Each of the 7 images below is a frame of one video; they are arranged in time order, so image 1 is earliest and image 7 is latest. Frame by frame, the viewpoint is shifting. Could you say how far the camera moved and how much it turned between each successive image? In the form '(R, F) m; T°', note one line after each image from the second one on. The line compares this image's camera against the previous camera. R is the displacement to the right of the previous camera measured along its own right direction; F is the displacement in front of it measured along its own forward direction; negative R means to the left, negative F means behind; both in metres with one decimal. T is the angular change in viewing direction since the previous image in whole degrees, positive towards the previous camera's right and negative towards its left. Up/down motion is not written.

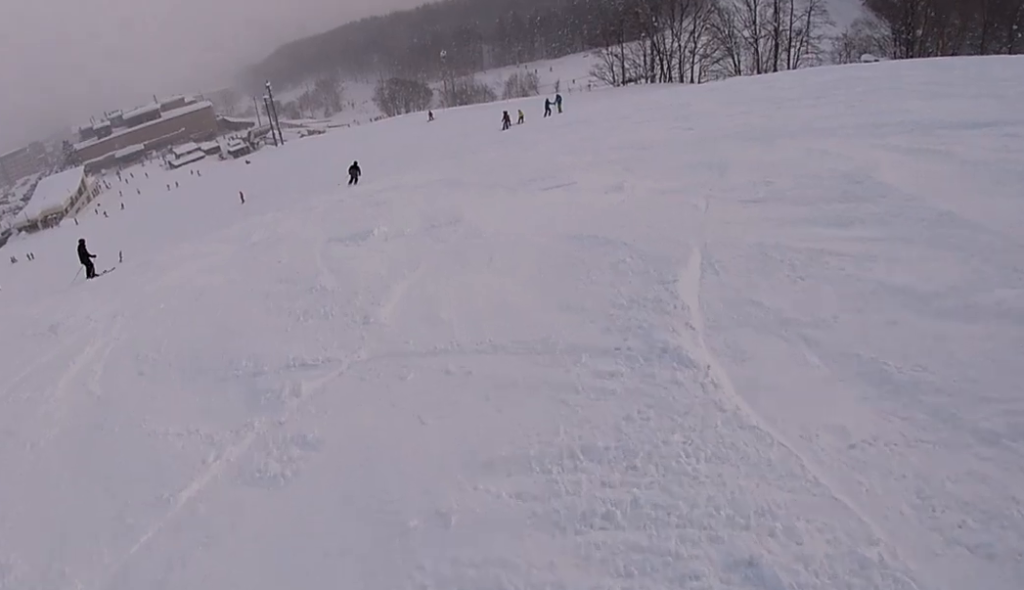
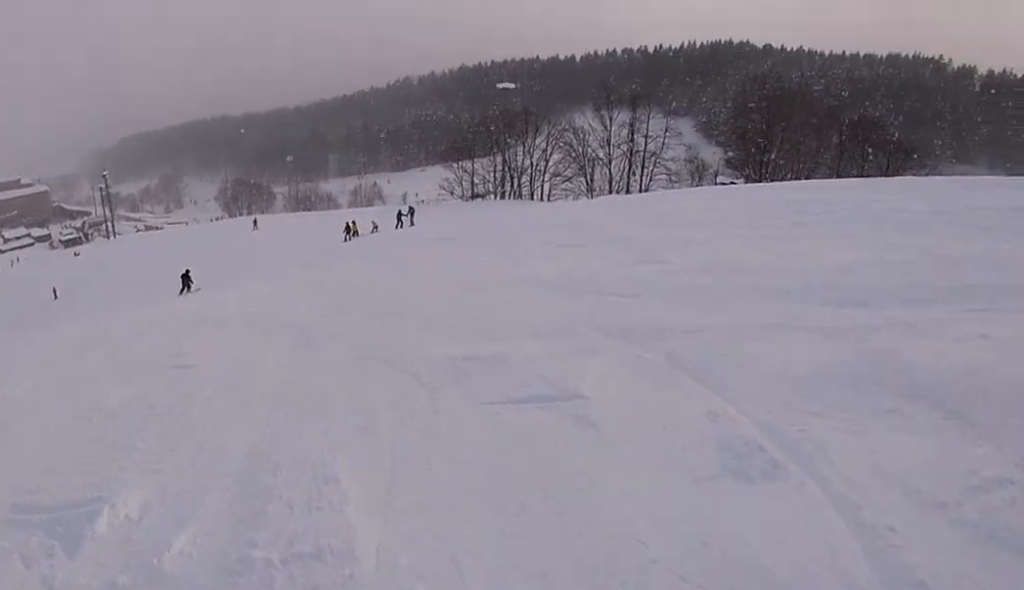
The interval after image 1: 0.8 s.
(+0.8, +5.7) m; +6°
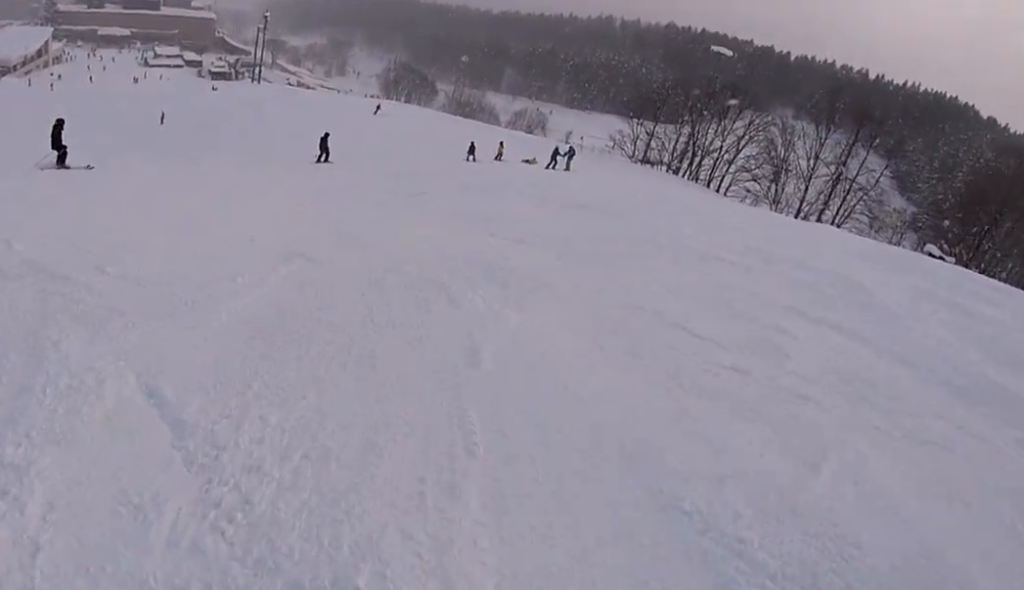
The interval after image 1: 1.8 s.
(+0.1, +7.5) m; -11°
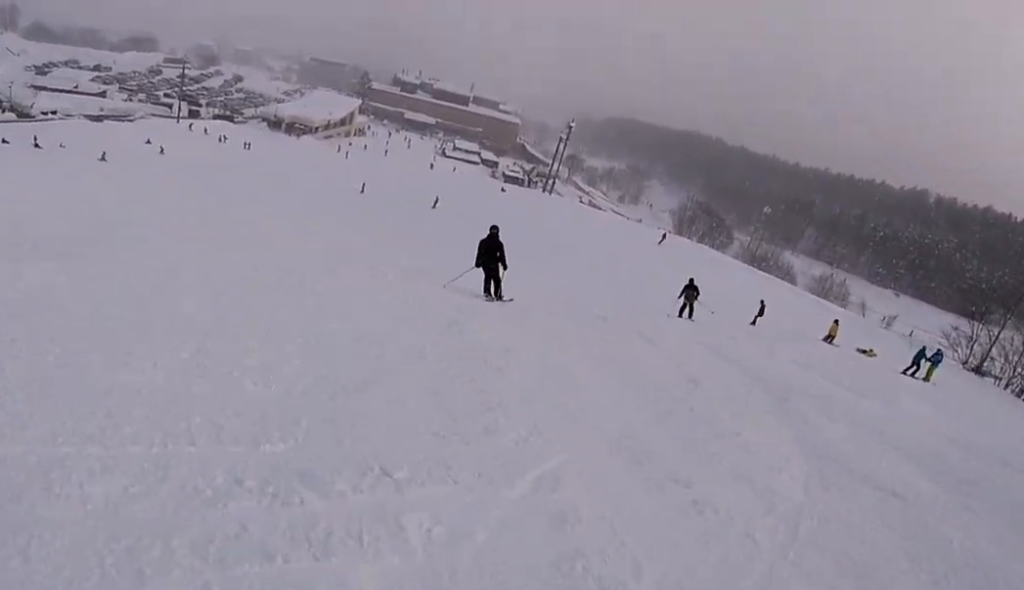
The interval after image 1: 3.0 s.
(-2.2, +8.7) m; -35°
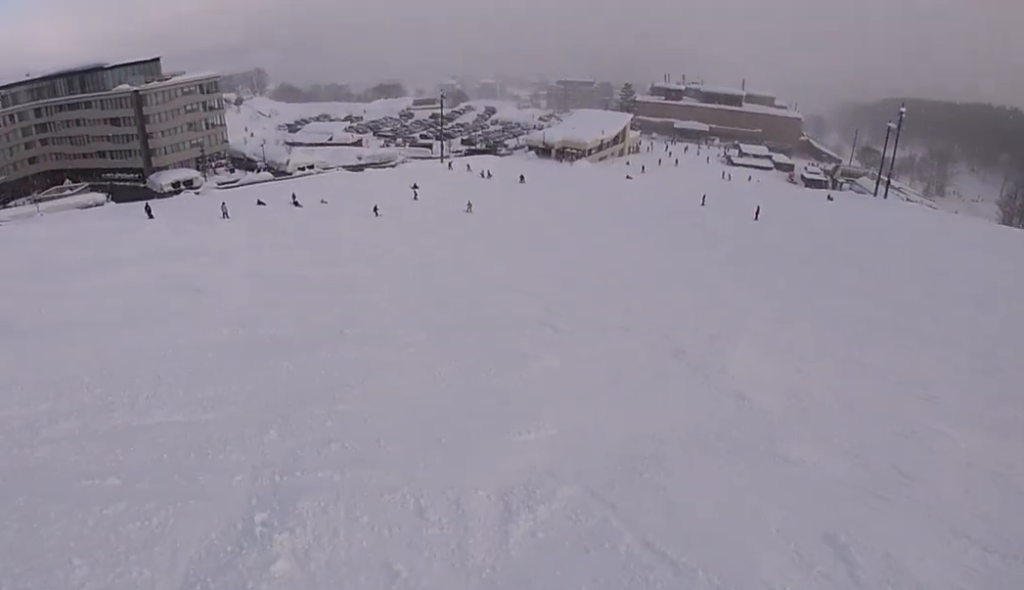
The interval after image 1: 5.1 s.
(-5.3, +15.3) m; -18°
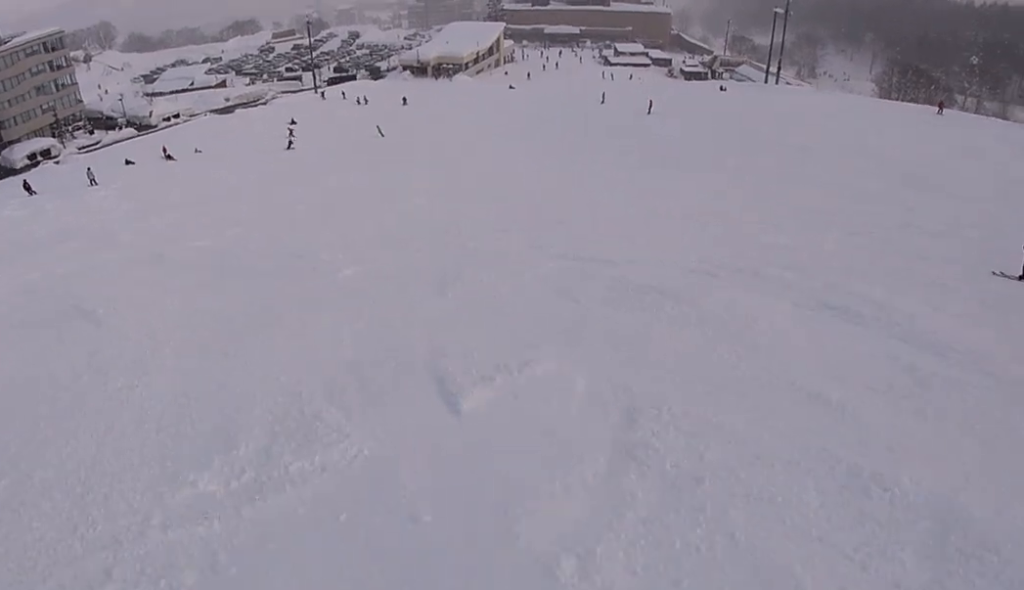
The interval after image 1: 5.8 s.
(-0.1, +6.1) m; +7°
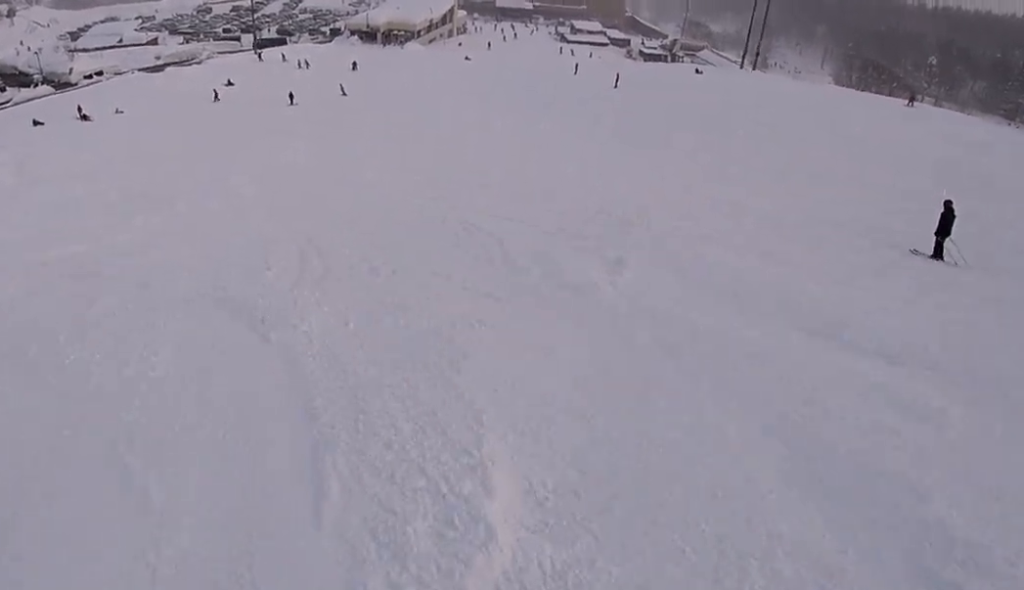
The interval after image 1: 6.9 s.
(+1.3, +9.6) m; +10°
